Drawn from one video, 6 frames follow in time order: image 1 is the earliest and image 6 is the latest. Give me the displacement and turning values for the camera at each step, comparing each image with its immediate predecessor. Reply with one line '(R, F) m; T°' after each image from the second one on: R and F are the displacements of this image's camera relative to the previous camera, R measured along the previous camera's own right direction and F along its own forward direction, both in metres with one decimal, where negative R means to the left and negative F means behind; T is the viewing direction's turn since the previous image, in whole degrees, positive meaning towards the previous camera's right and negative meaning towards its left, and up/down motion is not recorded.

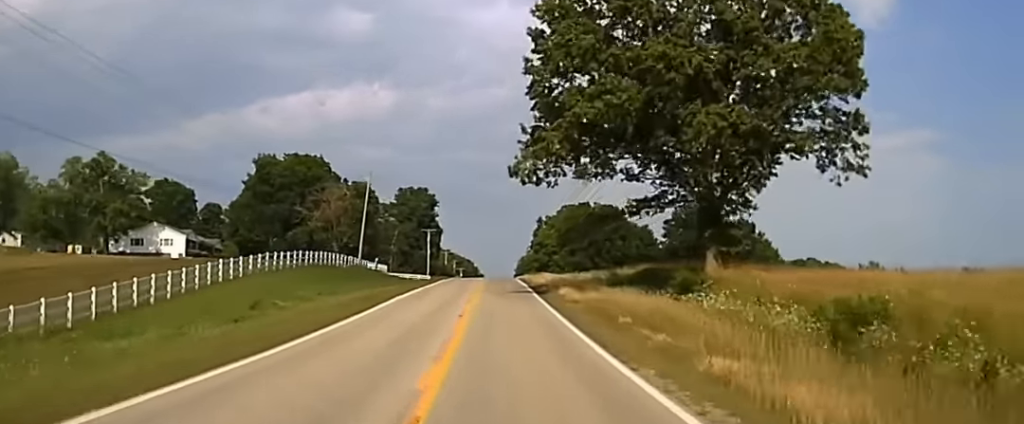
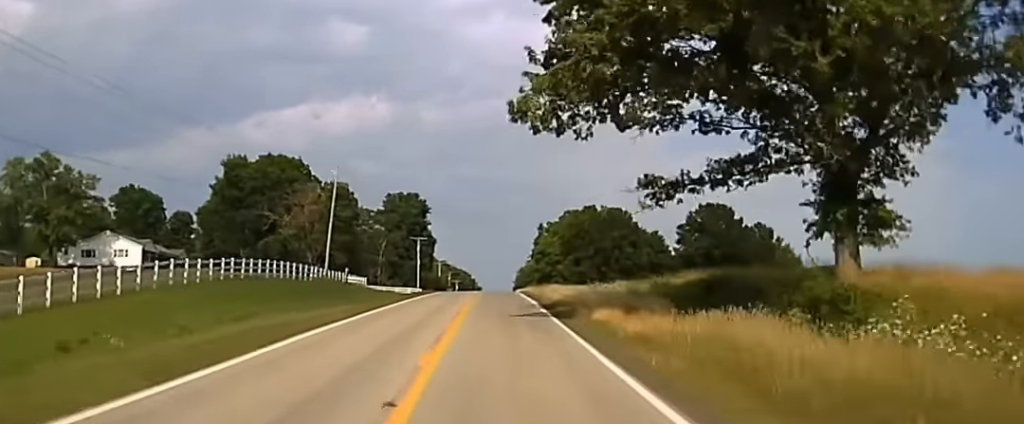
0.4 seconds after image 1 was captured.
(+0.4, +20.8) m; 0°
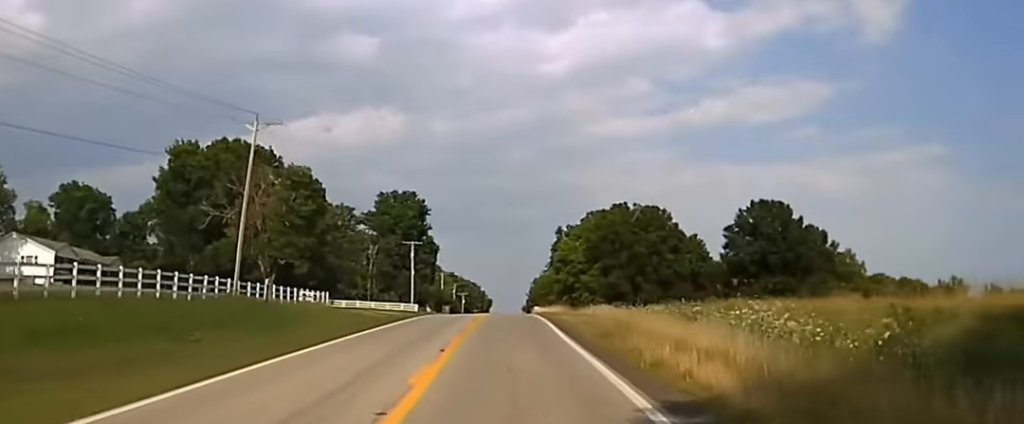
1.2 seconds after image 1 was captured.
(0.0, +35.9) m; 0°
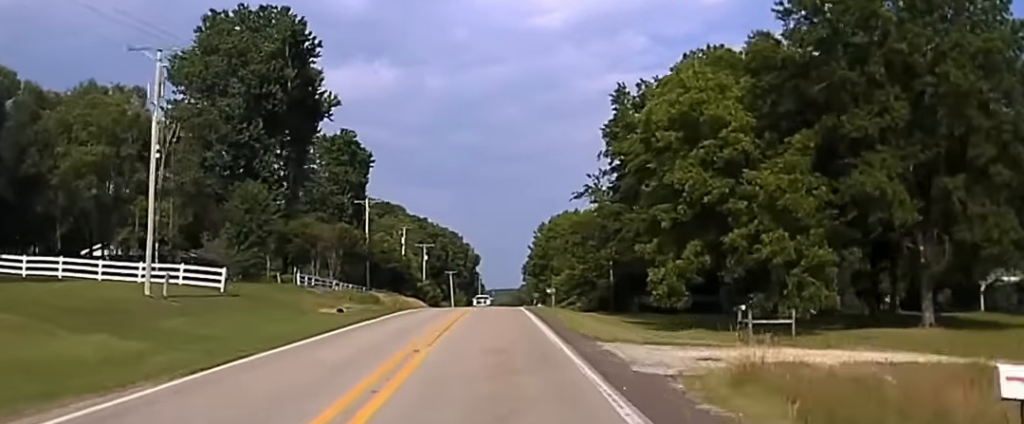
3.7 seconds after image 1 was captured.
(+0.5, +117.5) m; 0°
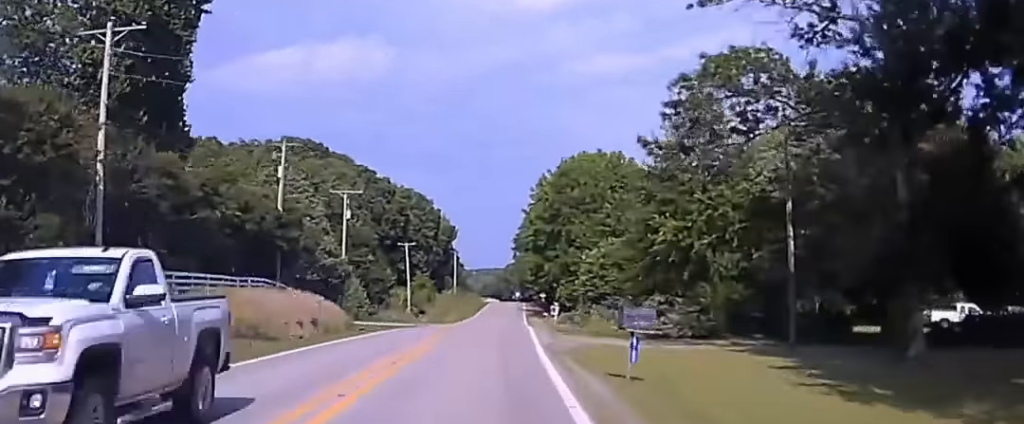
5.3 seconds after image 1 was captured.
(-0.7, +76.7) m; 0°
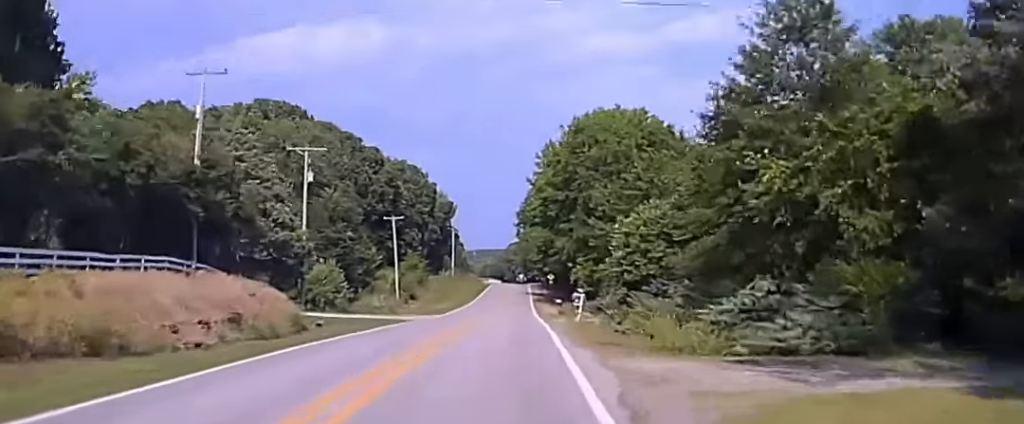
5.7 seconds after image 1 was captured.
(-0.1, +21.4) m; 0°
